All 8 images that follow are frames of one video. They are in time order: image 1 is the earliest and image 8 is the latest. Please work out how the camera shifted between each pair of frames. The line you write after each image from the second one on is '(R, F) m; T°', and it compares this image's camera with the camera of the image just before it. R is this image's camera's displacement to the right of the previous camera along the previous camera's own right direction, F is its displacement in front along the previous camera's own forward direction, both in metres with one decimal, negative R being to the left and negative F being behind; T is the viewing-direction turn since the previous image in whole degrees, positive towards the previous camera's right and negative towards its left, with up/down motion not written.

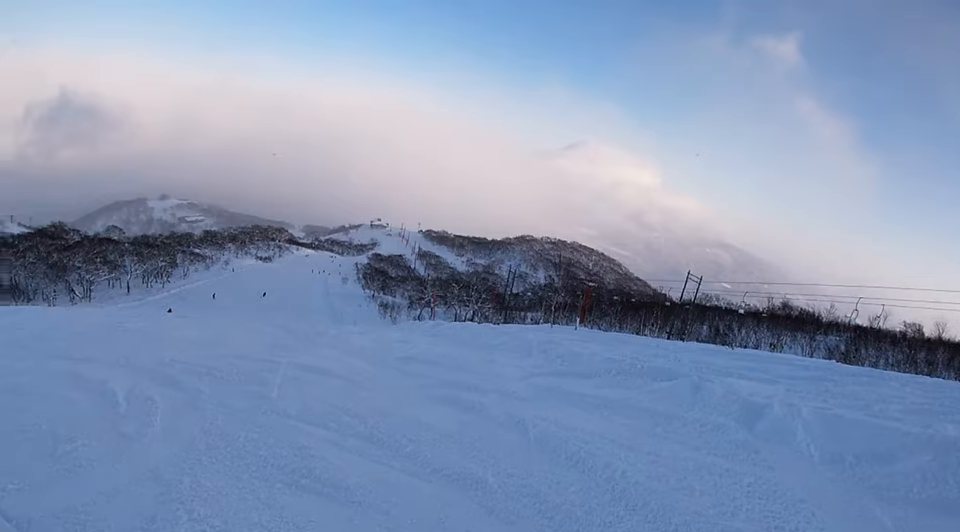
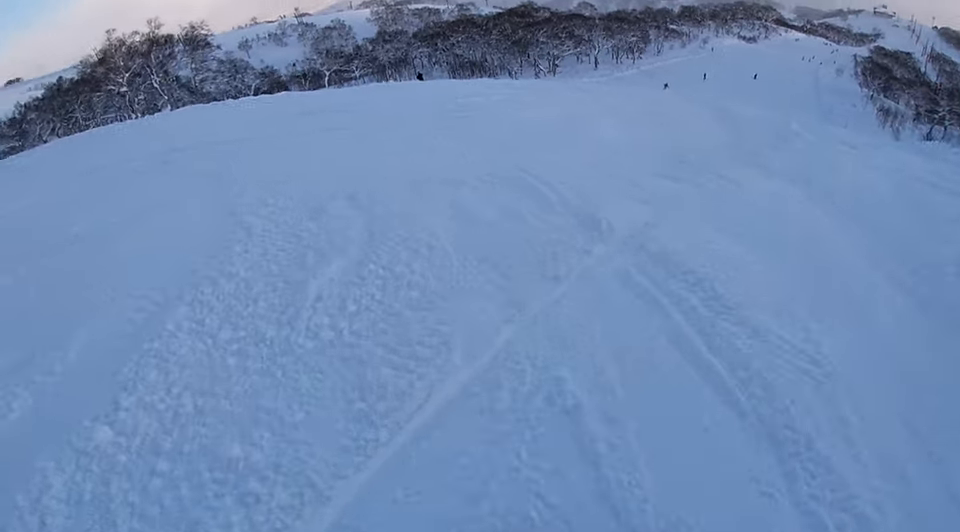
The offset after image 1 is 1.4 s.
(-2.4, +5.4) m; -56°
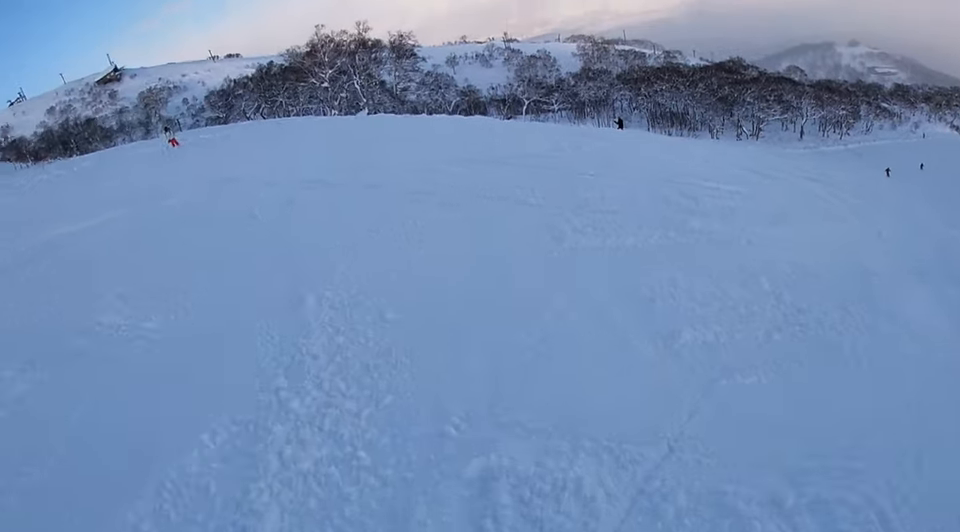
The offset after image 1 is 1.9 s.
(-0.9, +2.2) m; -17°
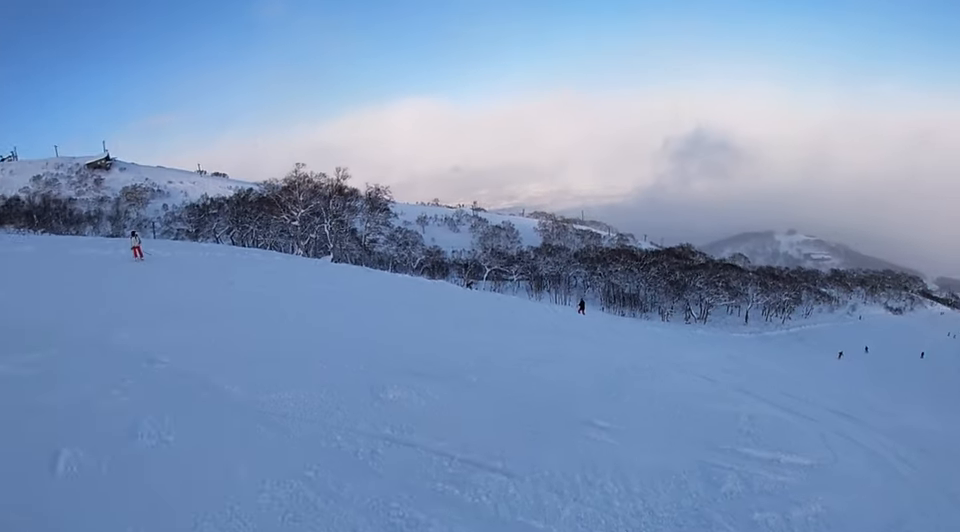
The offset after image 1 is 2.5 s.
(-0.6, +2.9) m; -9°
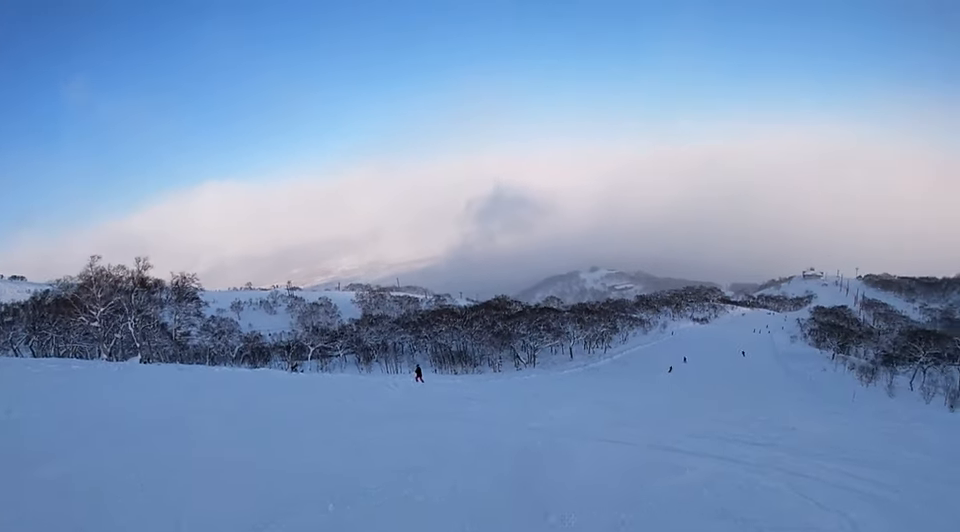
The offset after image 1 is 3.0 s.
(-0.4, +2.4) m; +5°
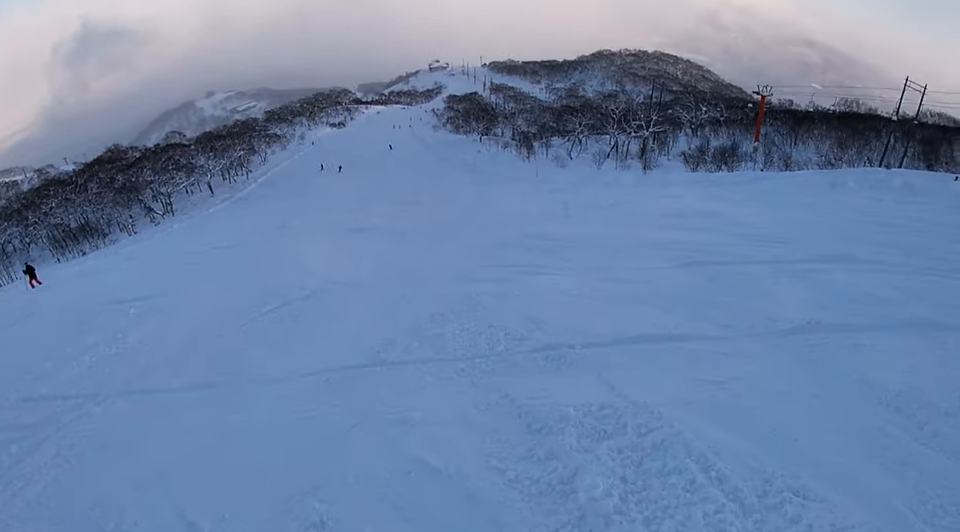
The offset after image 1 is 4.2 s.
(+1.3, +5.6) m; +45°
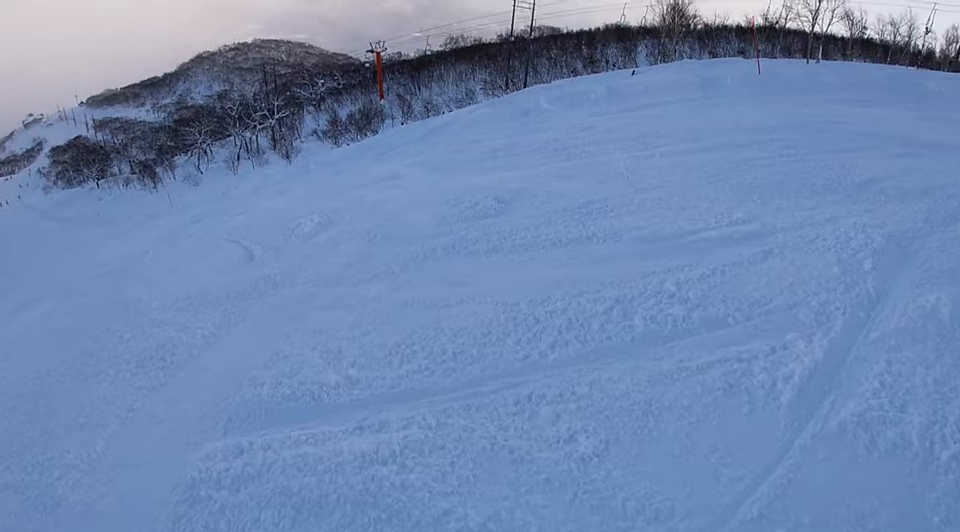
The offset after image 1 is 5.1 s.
(+1.8, +3.0) m; +26°
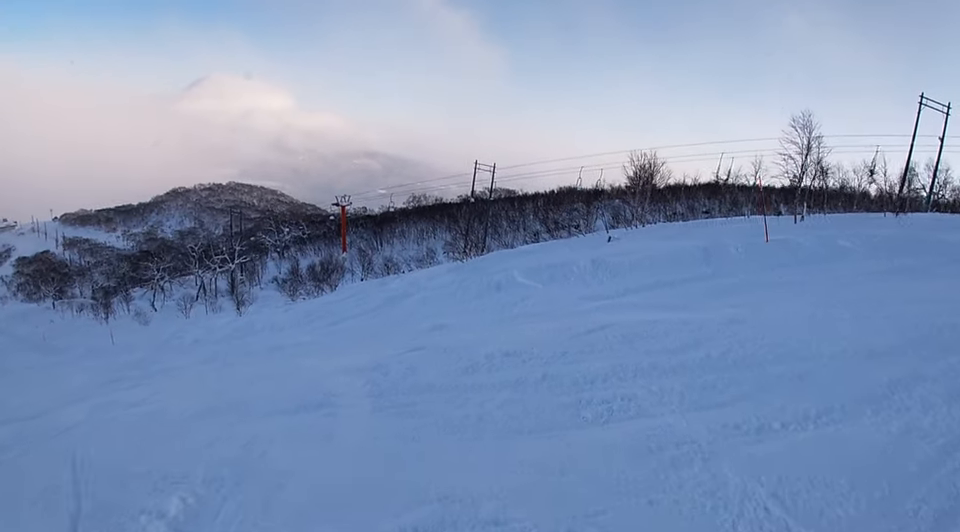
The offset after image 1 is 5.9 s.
(+0.1, +3.2) m; +14°
